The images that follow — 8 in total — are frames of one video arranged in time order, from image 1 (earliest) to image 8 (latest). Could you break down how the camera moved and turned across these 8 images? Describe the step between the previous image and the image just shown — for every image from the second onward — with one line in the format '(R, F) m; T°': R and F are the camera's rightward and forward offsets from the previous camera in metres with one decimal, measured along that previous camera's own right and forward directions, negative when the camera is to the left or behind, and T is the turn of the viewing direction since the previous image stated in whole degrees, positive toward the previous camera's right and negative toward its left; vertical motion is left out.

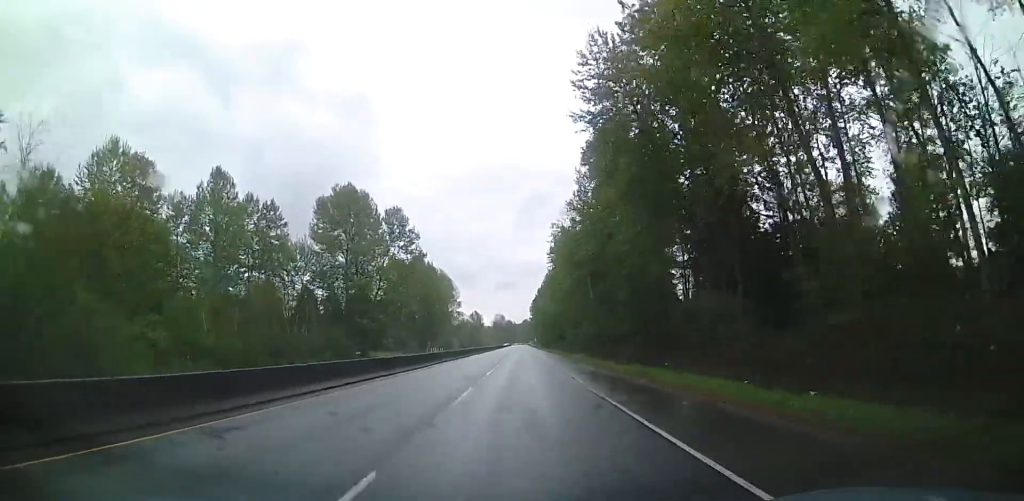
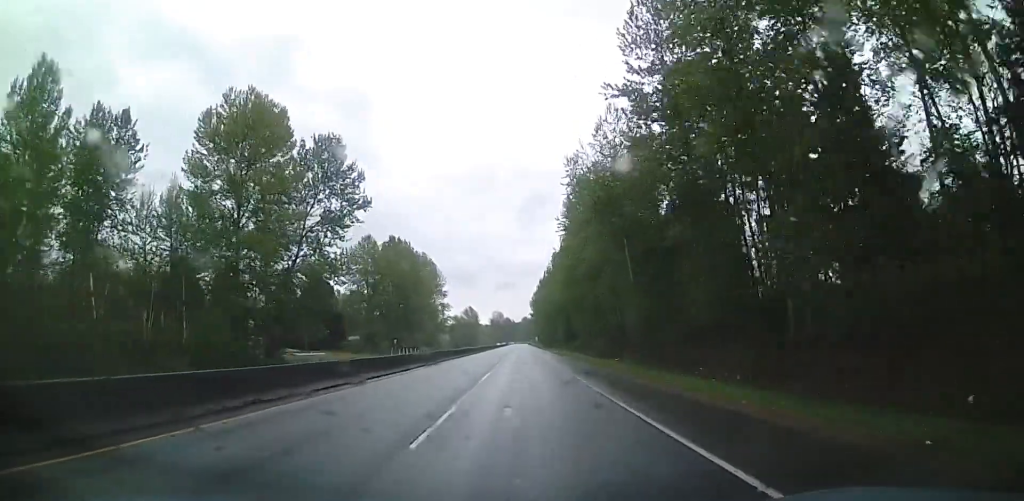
(+0.3, +31.1) m; -1°
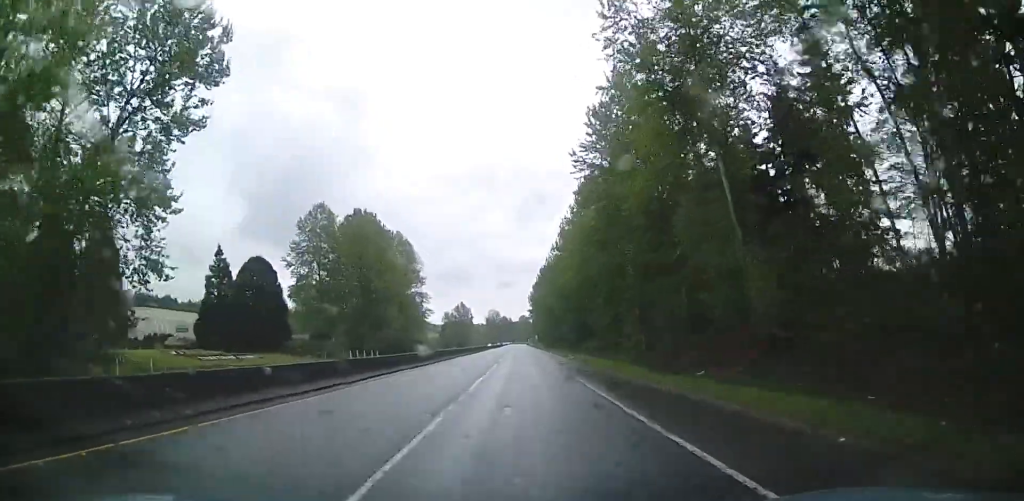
(-0.5, +28.3) m; 0°
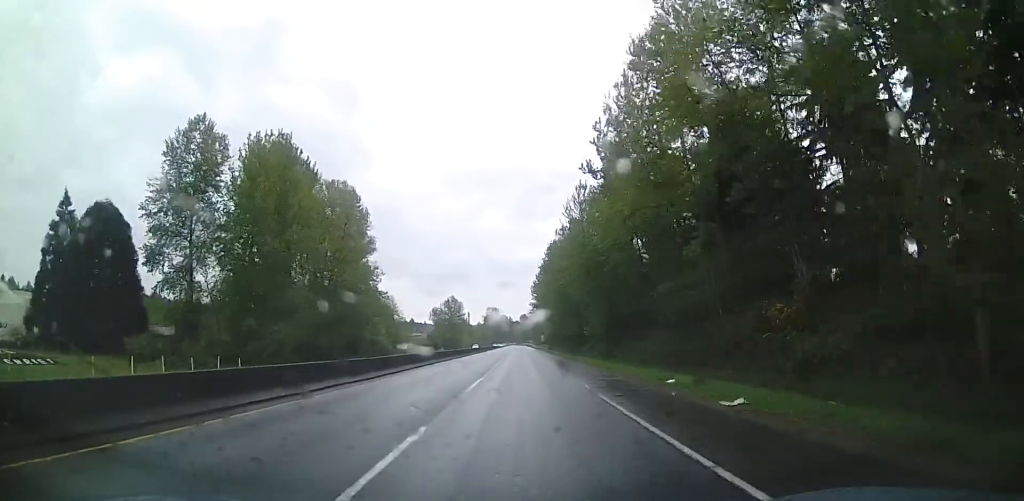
(+0.9, +39.6) m; +1°
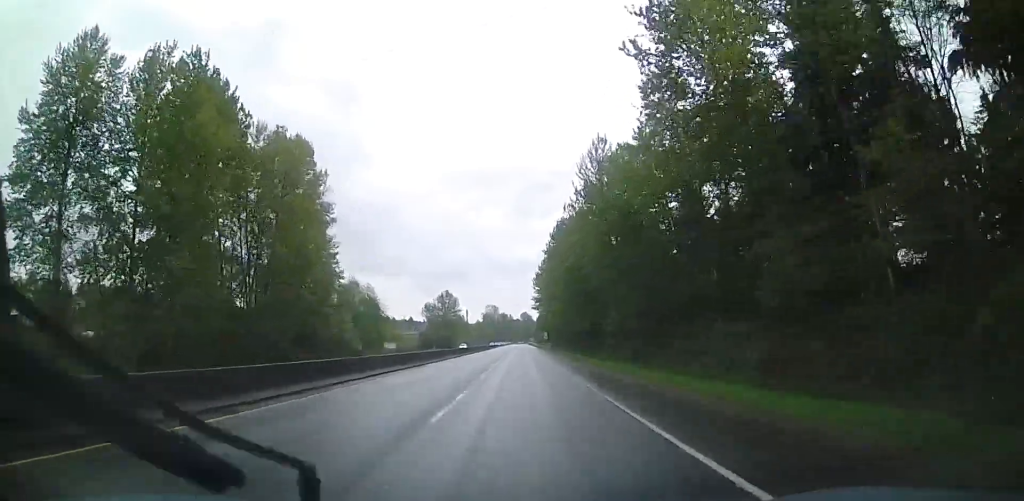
(0.0, +19.6) m; 0°
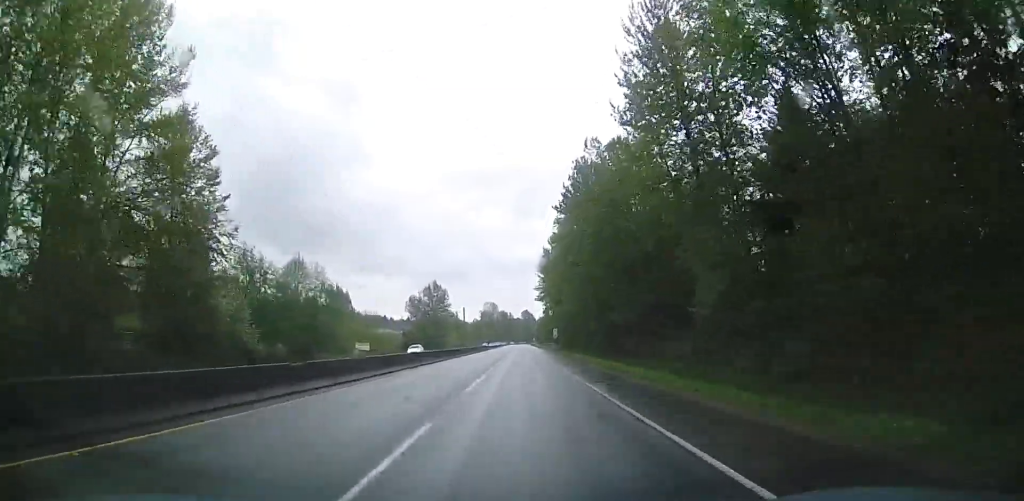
(0.0, +31.7) m; 0°
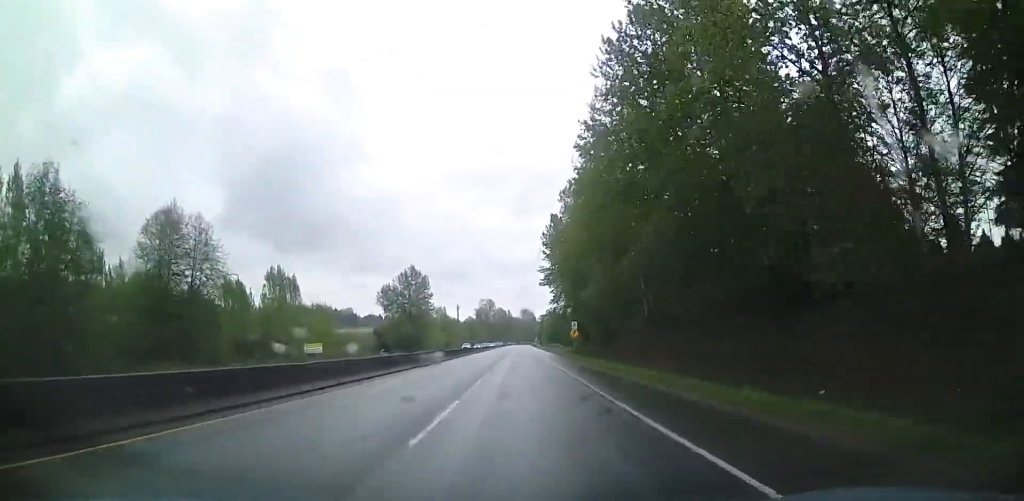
(0.0, +35.2) m; 0°
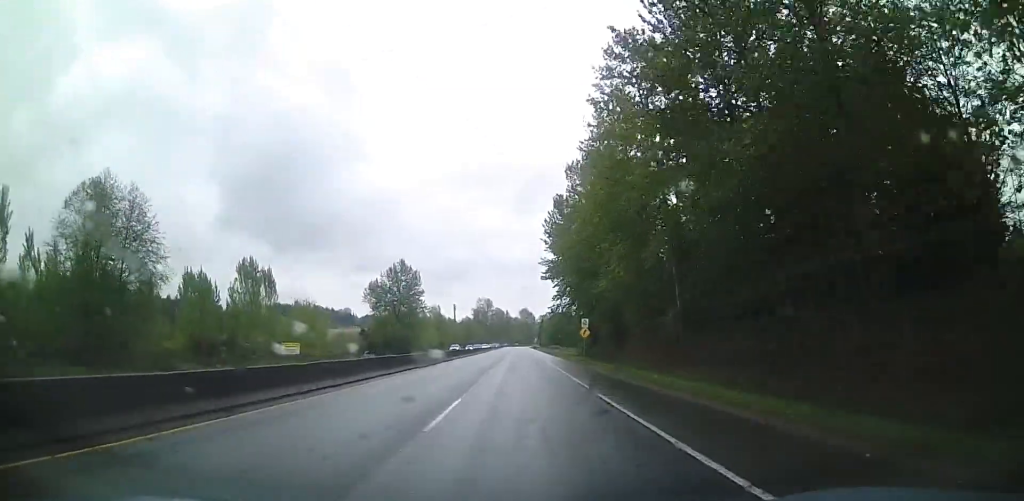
(0.0, +11.1) m; 0°
